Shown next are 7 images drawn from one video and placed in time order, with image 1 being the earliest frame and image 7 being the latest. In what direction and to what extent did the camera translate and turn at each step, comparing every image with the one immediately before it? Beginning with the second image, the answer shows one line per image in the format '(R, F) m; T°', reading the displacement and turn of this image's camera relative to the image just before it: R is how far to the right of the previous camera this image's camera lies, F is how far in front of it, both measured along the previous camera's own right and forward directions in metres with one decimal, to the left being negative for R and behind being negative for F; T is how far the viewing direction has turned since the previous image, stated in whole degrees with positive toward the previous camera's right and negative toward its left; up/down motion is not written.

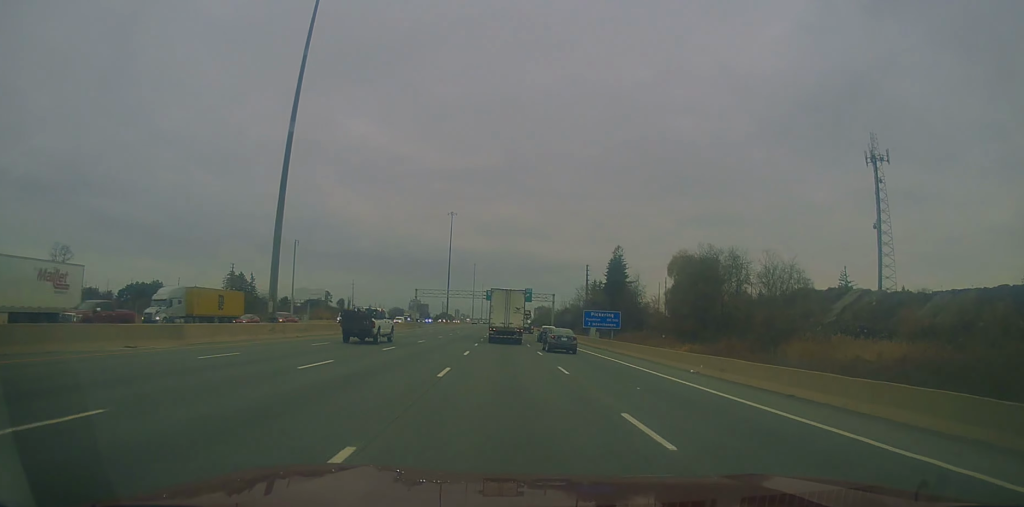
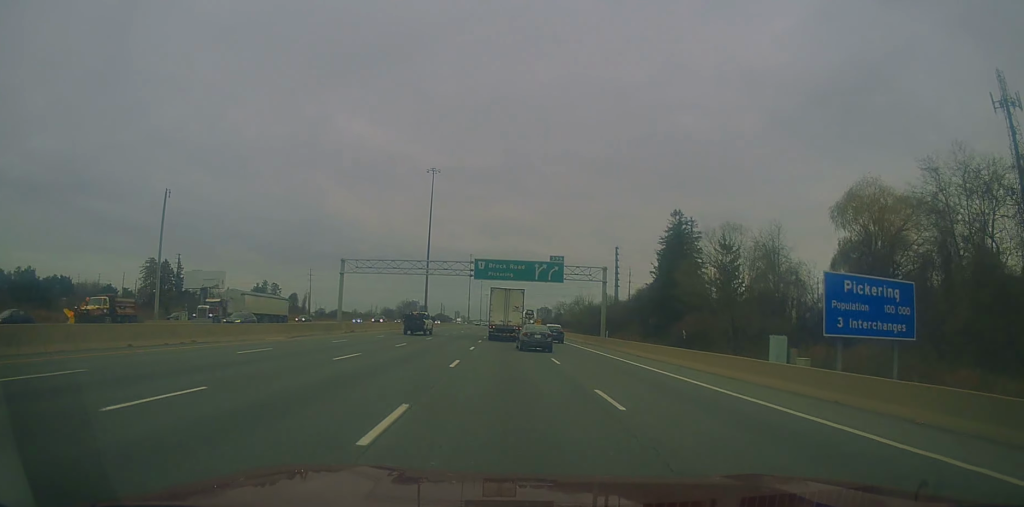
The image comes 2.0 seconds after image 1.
(+0.9, +56.1) m; +2°
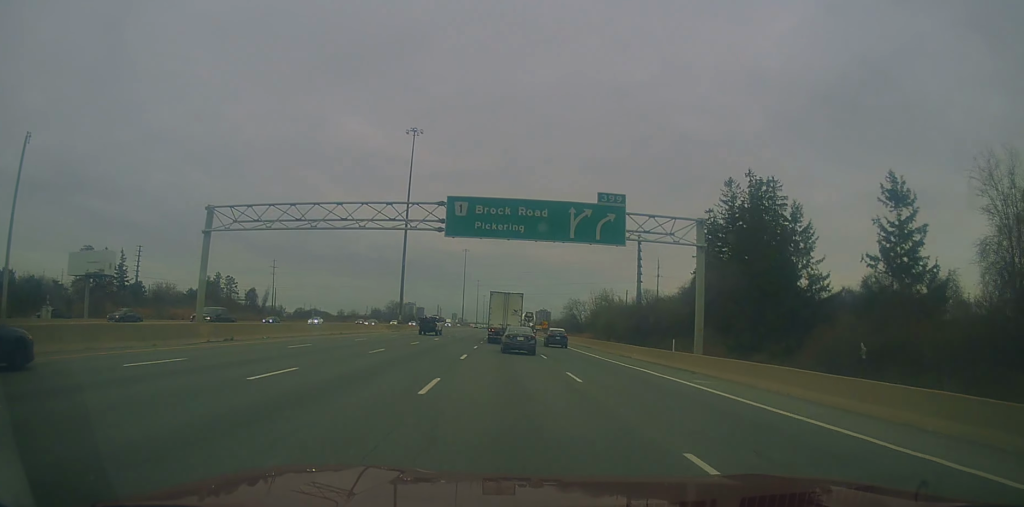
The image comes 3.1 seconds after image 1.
(-0.1, +30.2) m; 0°
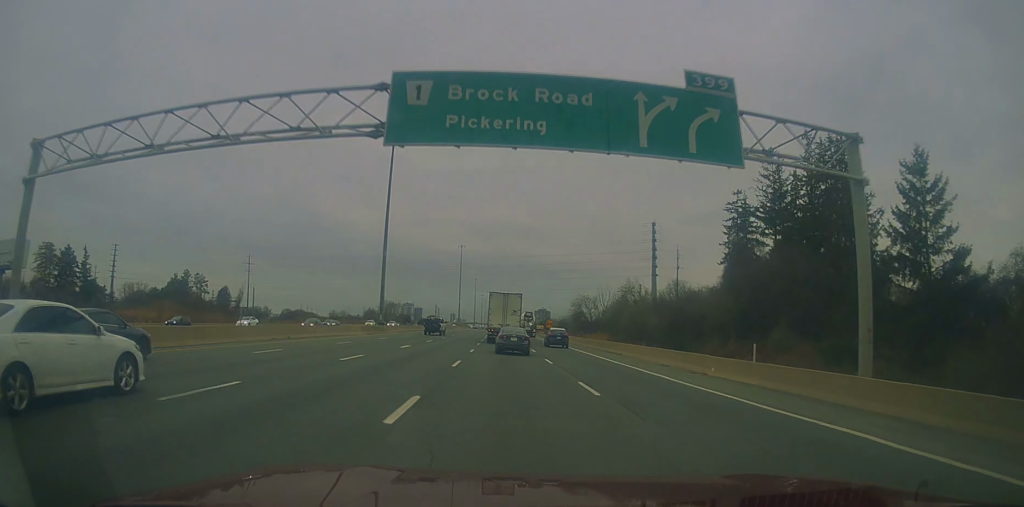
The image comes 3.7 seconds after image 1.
(0.0, +15.5) m; 0°
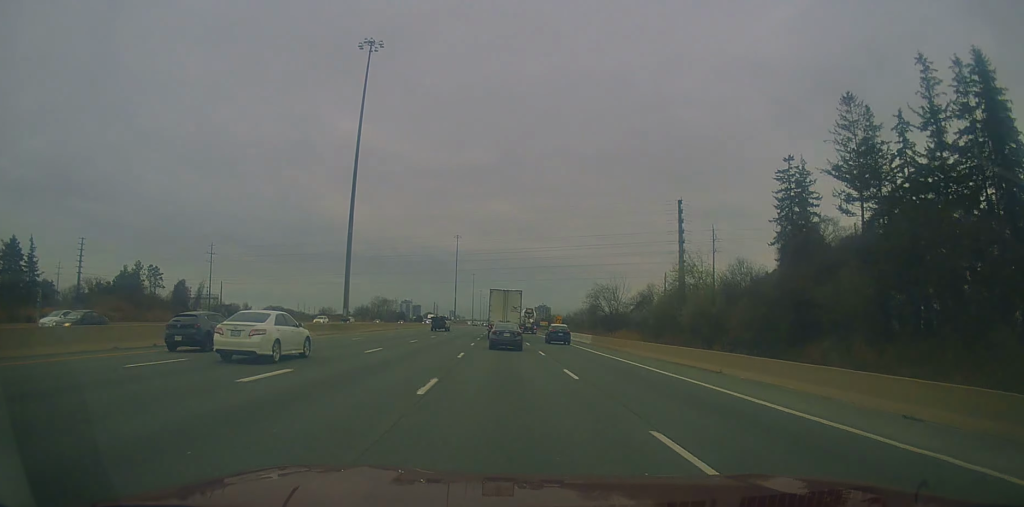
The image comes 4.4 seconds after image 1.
(0.0, +19.9) m; 0°
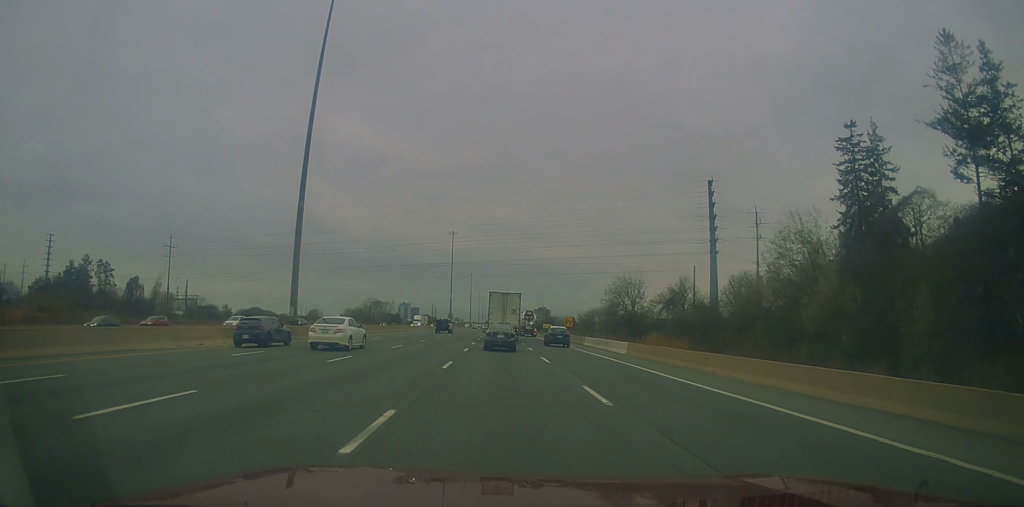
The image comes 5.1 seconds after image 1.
(-0.1, +17.0) m; 0°
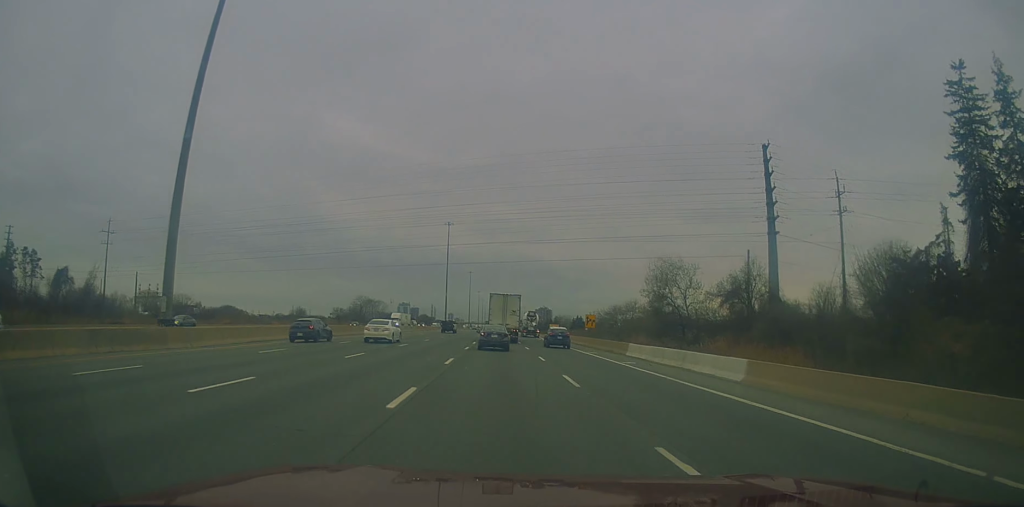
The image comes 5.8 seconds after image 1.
(-0.1, +20.6) m; 0°
